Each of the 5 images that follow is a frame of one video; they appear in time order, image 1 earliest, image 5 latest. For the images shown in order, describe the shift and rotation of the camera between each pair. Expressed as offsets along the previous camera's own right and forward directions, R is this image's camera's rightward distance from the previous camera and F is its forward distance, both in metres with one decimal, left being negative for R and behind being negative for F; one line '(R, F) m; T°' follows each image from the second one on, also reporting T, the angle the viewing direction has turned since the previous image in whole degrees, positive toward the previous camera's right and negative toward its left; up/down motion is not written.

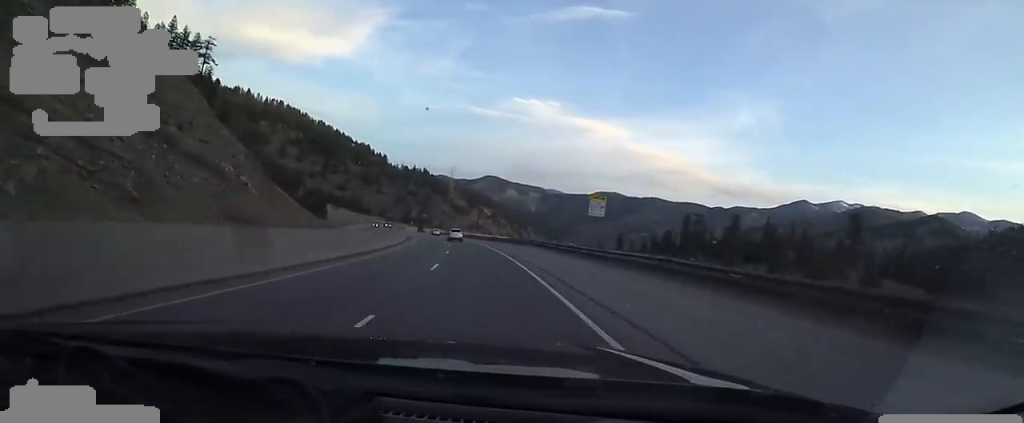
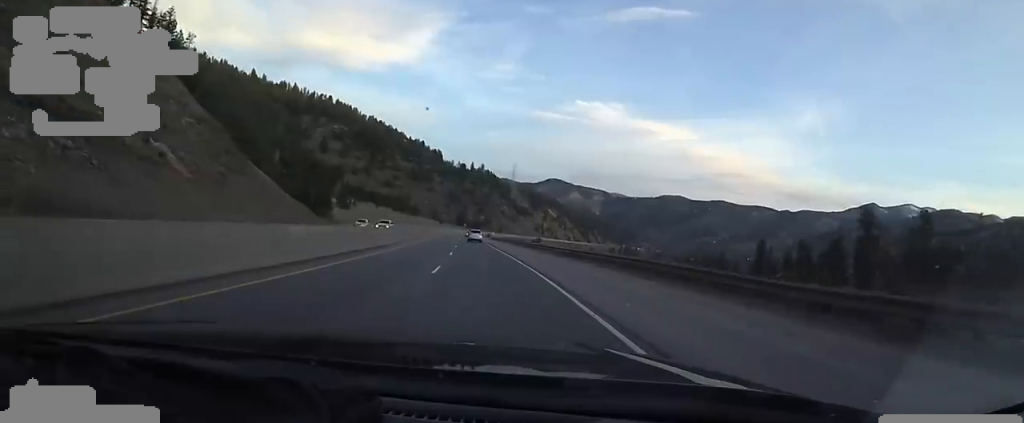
(-3.1, +52.4) m; -7°
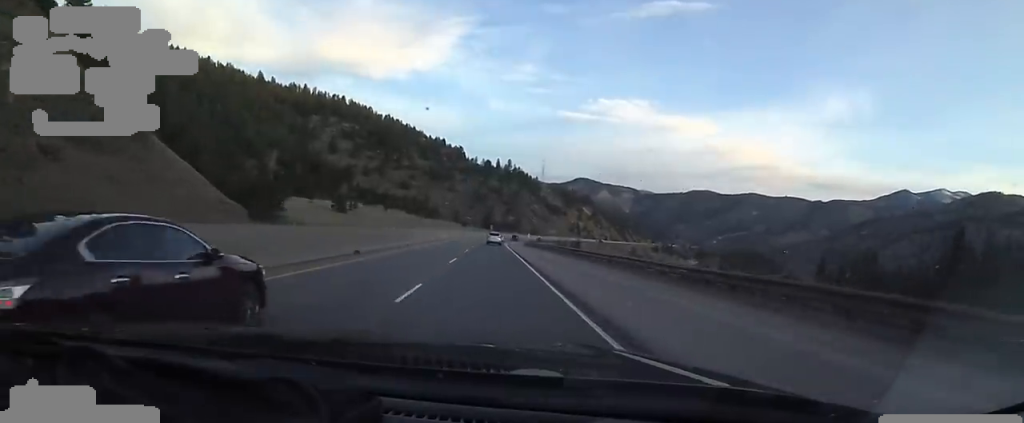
(-1.3, +43.4) m; 0°
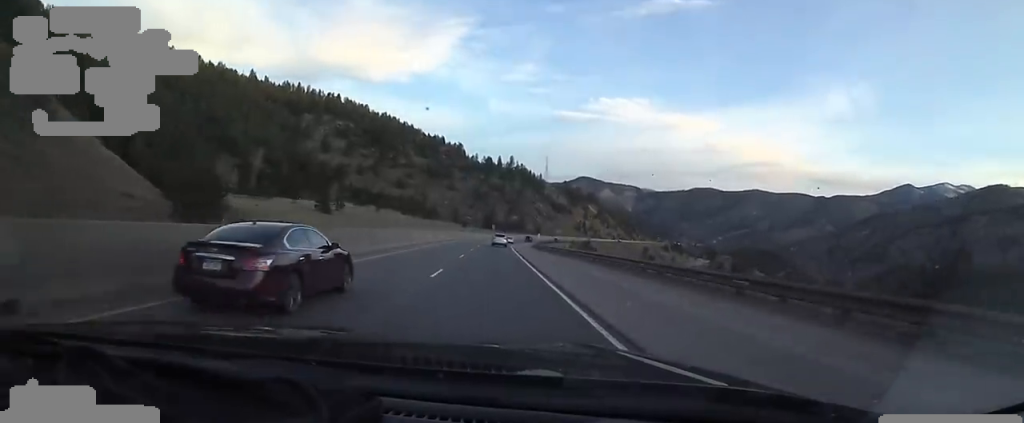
(+0.7, +19.6) m; -1°
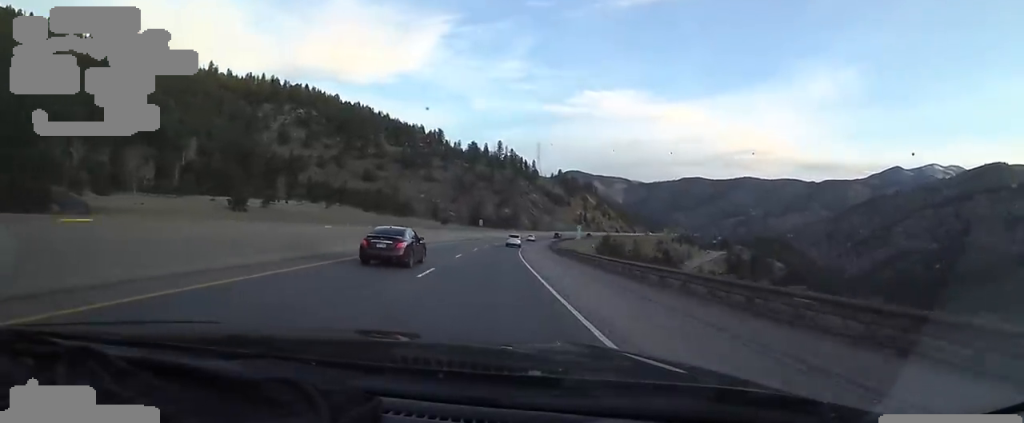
(-1.9, +49.8) m; -2°
